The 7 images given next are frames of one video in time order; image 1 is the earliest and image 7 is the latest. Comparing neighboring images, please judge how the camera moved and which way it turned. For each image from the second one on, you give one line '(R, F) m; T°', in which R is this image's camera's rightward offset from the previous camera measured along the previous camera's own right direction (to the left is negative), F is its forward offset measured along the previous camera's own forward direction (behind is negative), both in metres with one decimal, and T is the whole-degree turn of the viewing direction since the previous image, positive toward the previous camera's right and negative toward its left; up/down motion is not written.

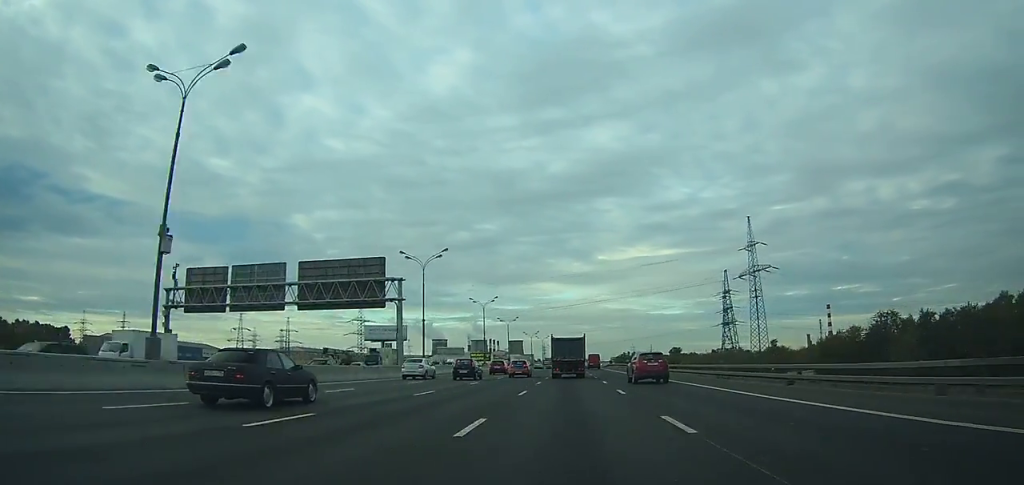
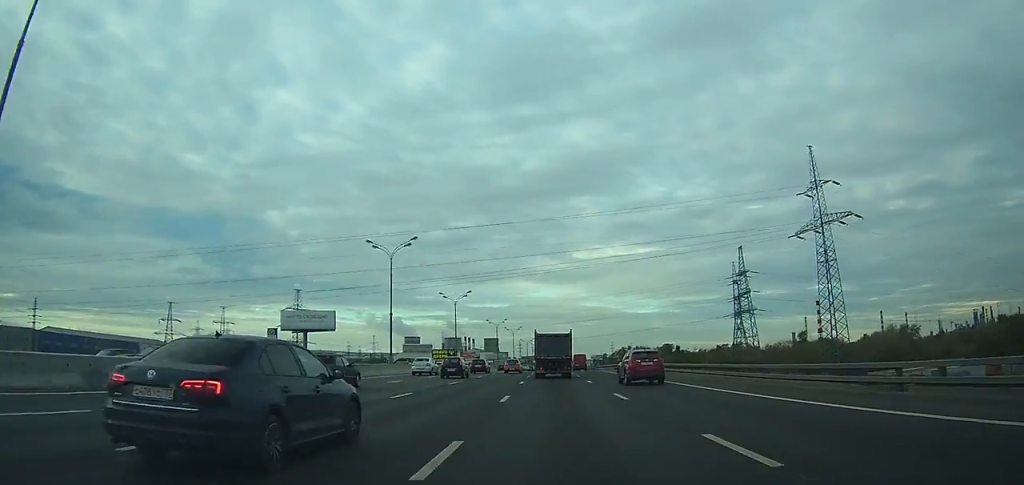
(+1.1, +49.9) m; +2°
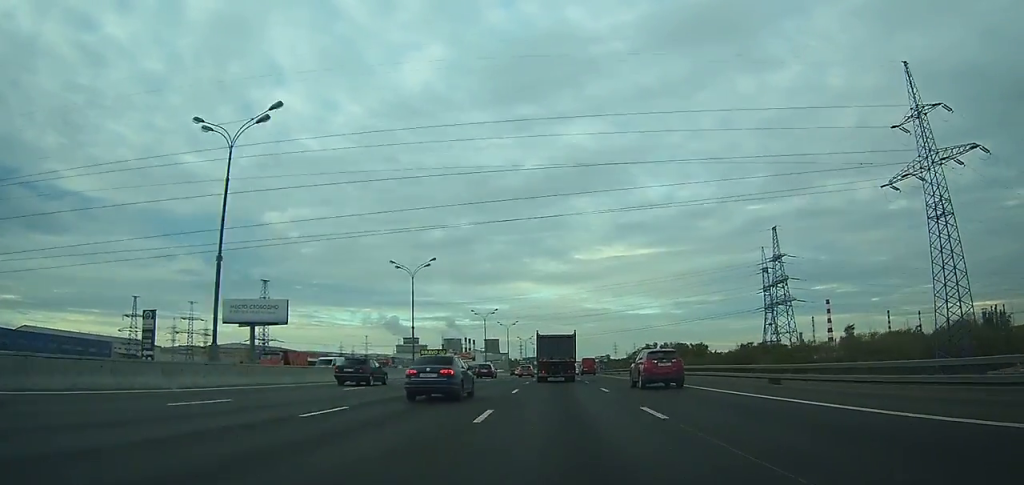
(+0.2, +30.3) m; +1°
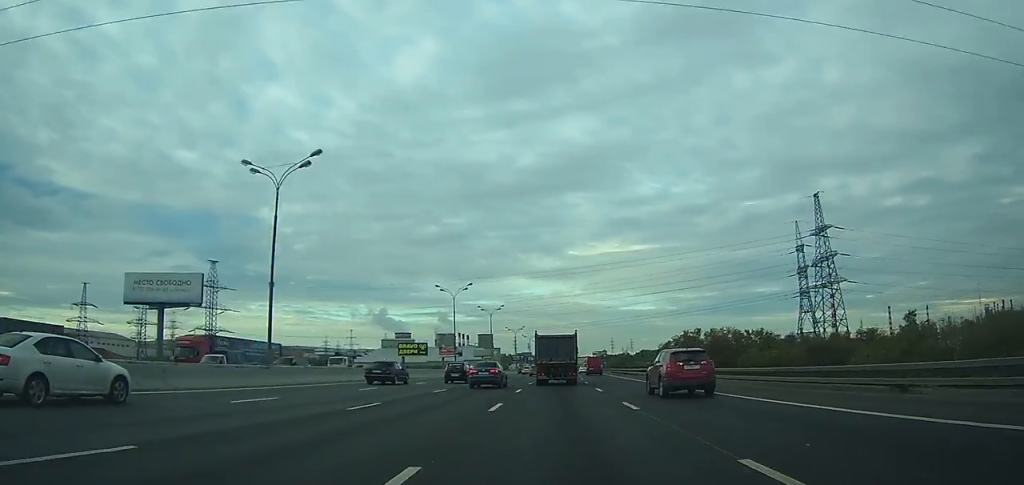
(+0.2, +31.6) m; +1°
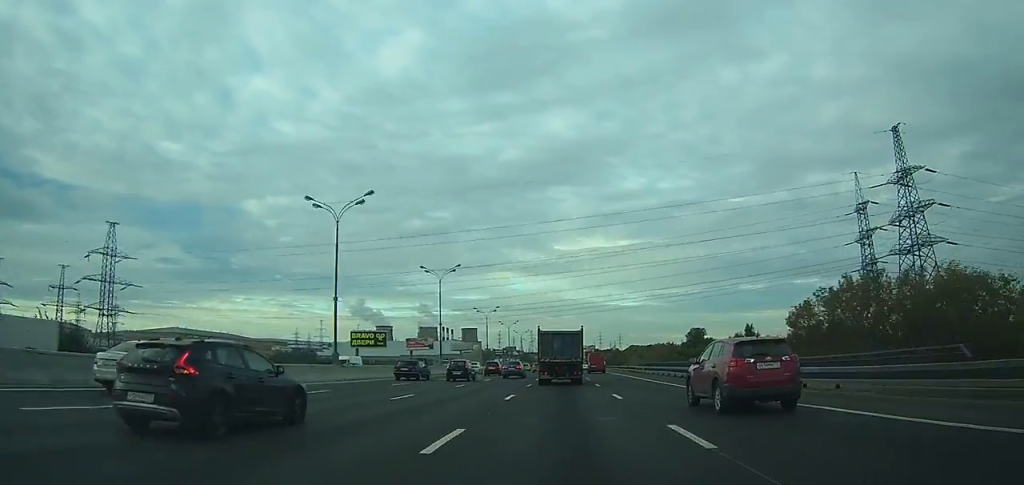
(+0.2, +44.1) m; +1°
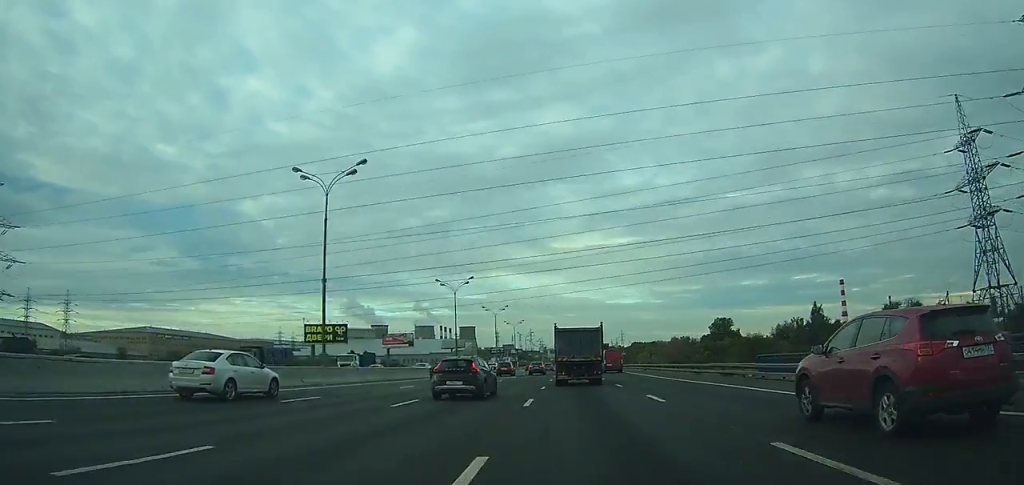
(+0.3, +40.8) m; 0°
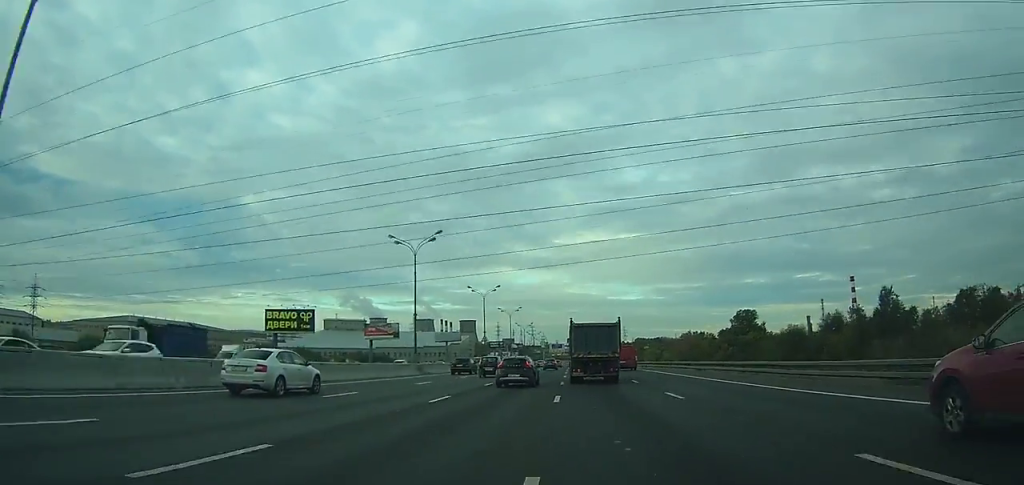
(+0.1, +25.5) m; 0°
